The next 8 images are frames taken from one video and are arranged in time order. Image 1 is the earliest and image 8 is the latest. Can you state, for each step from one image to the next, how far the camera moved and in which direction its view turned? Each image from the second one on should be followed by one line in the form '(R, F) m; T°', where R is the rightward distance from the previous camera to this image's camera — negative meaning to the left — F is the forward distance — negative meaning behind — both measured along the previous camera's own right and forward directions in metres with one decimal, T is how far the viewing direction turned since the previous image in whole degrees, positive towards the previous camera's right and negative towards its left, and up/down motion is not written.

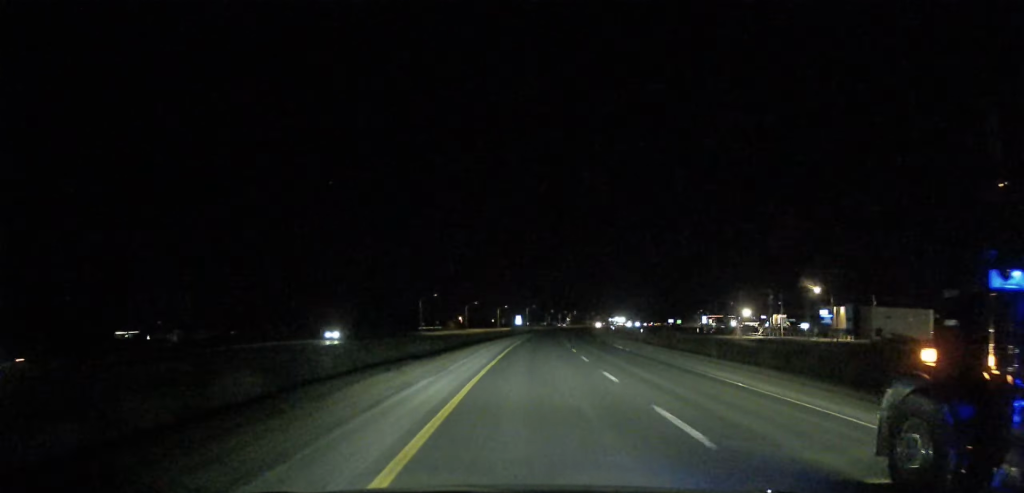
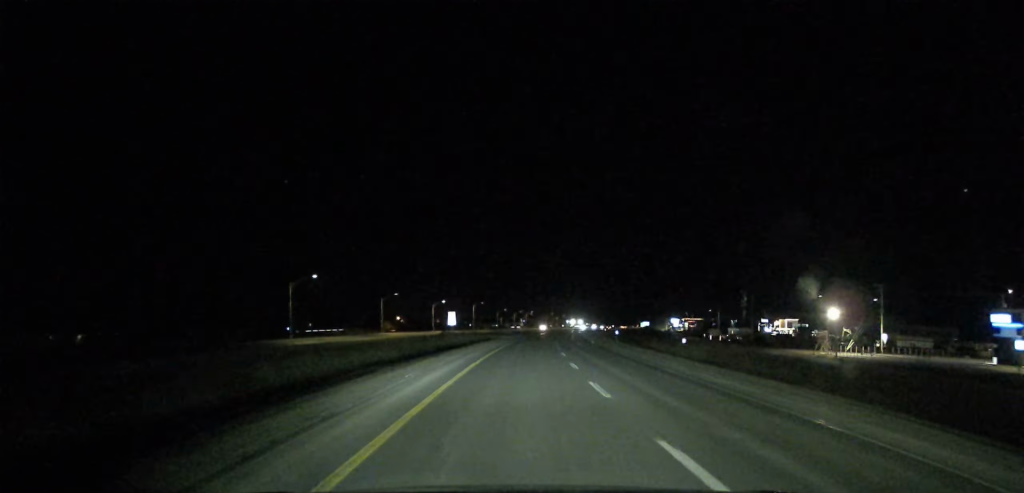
(-1.9, +88.9) m; +2°
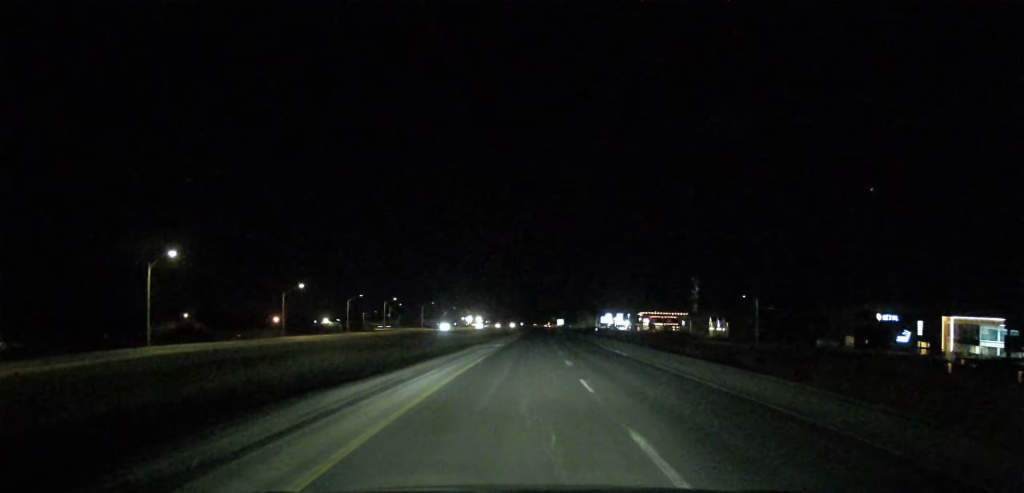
(+14.6, +260.6) m; +7°
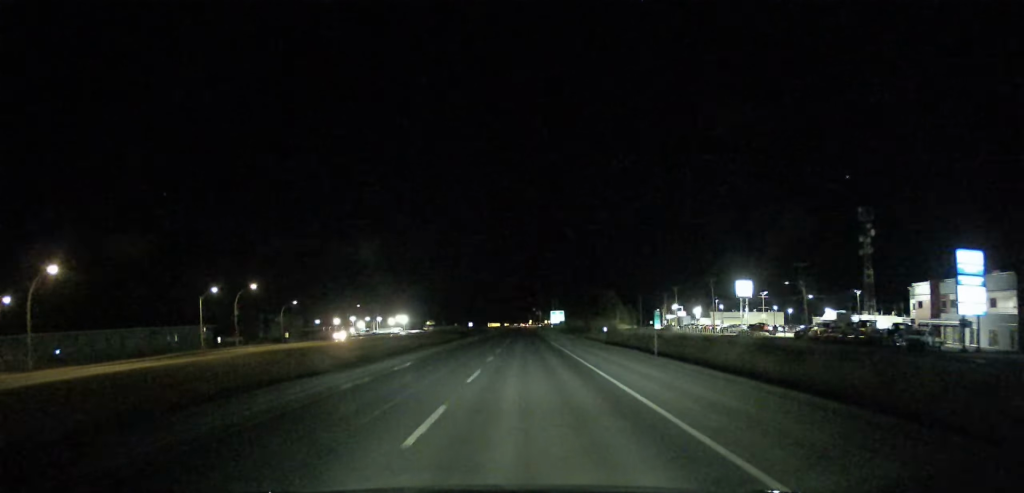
(+30.1, +398.9) m; +5°
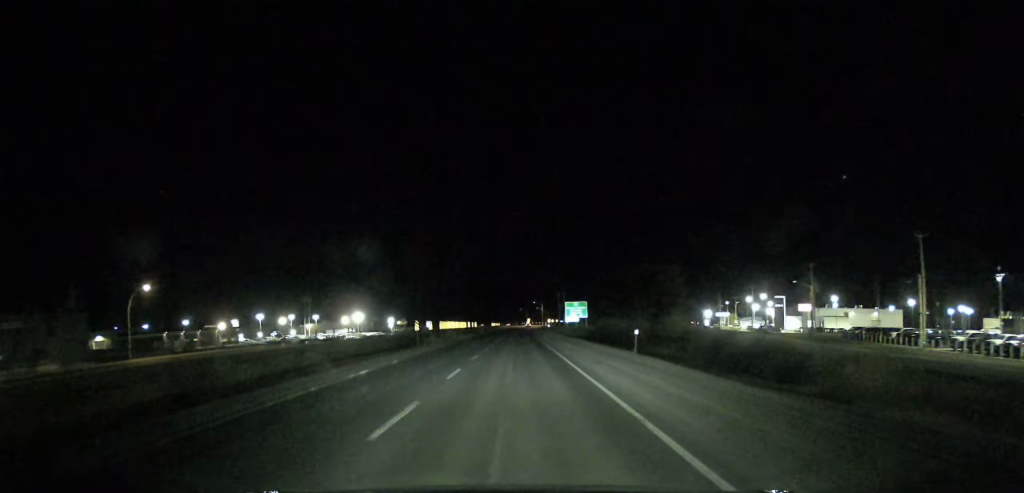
(-0.1, +116.4) m; 0°
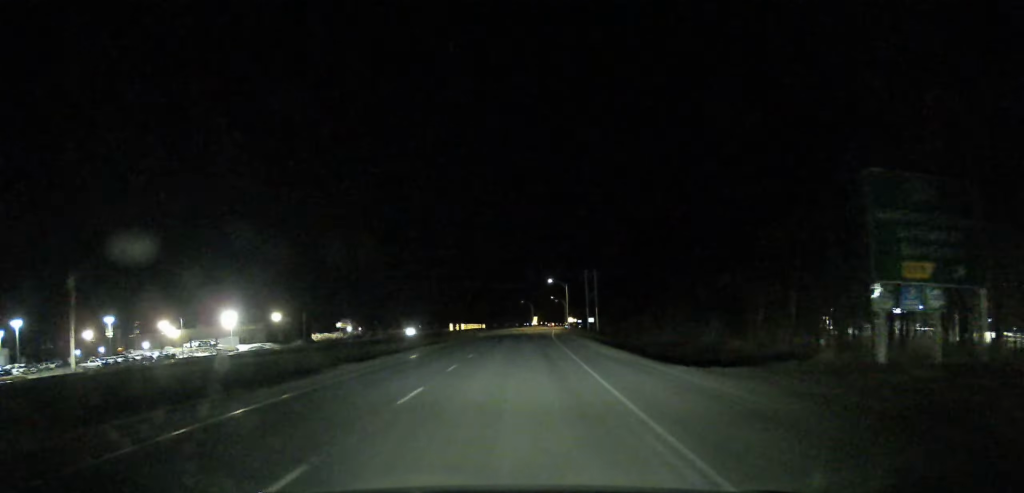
(-0.1, +145.9) m; -1°
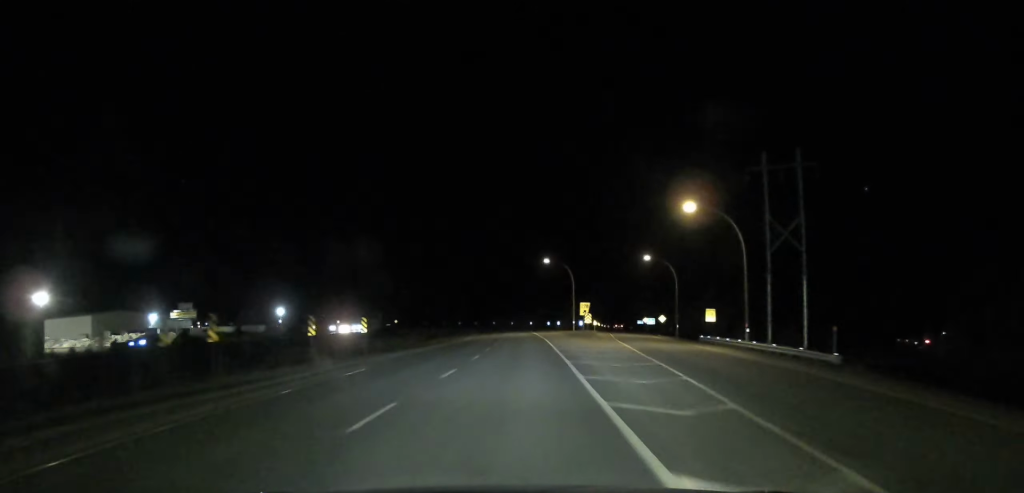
(-1.4, +149.4) m; -3°
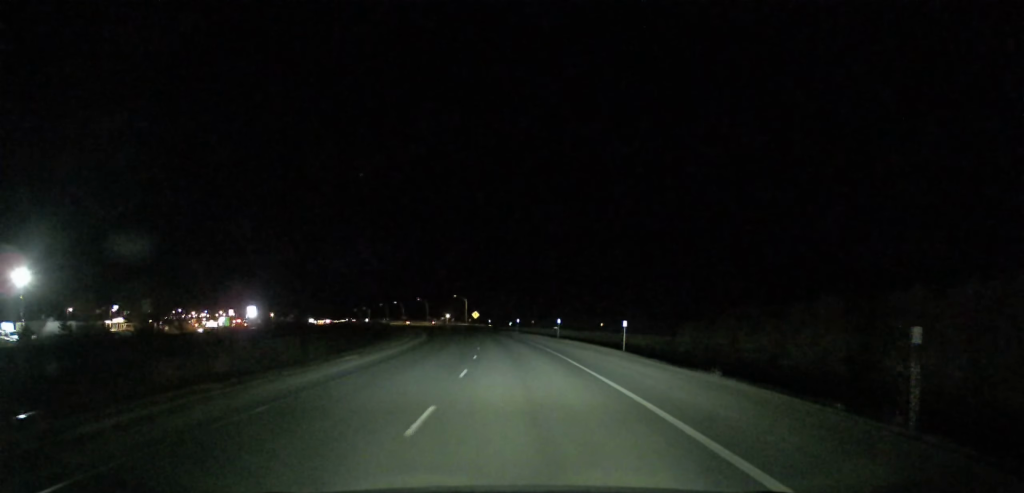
(-21.6, +230.3) m; -15°
